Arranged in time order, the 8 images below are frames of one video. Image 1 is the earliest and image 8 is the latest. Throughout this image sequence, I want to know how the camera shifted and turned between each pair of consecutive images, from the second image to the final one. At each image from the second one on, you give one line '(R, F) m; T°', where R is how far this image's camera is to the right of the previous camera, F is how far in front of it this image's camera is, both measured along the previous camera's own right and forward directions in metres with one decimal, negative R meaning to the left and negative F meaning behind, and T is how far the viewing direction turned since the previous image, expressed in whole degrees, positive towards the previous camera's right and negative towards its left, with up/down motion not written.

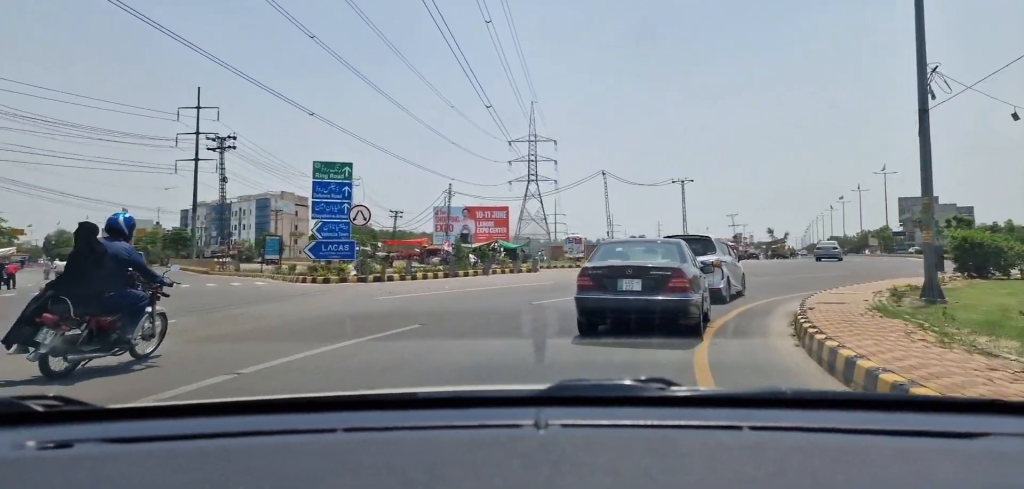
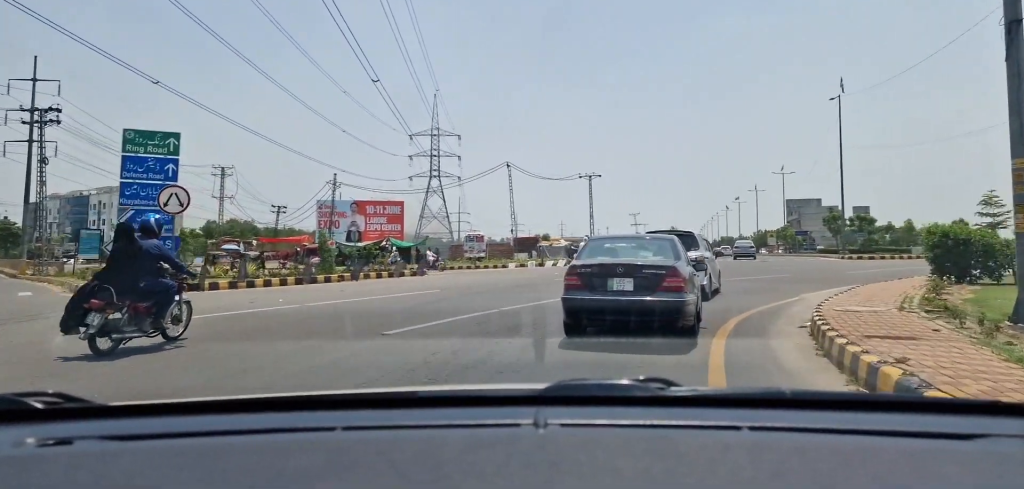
(+0.5, +5.9) m; +10°
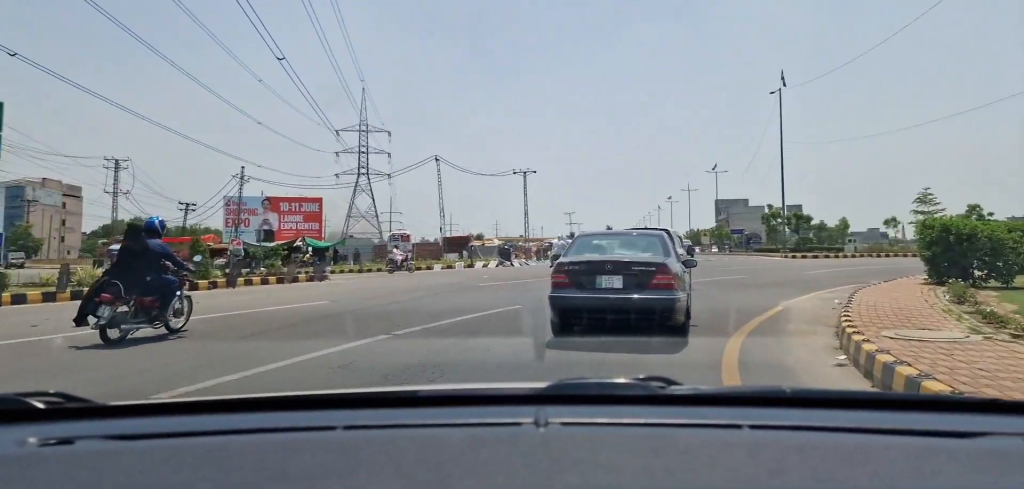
(+0.4, +3.9) m; +7°
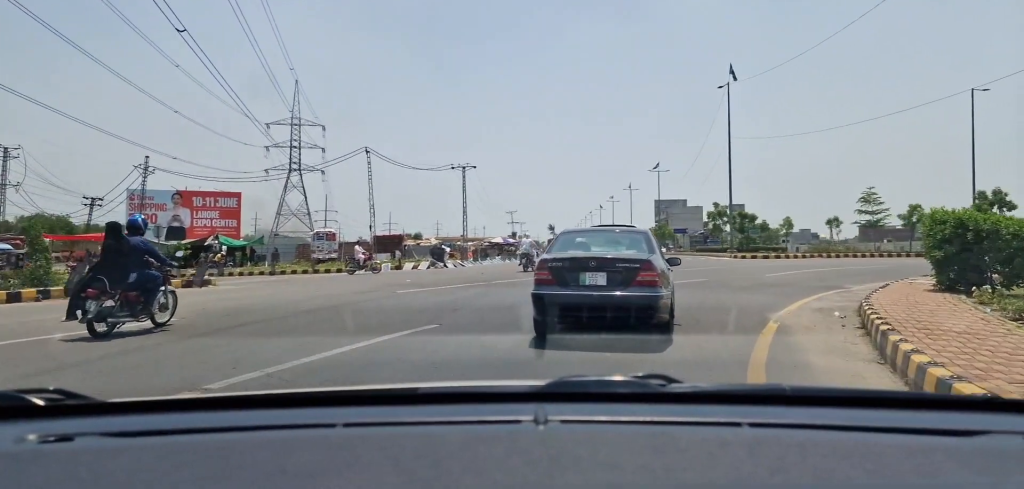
(+0.2, +3.3) m; +3°
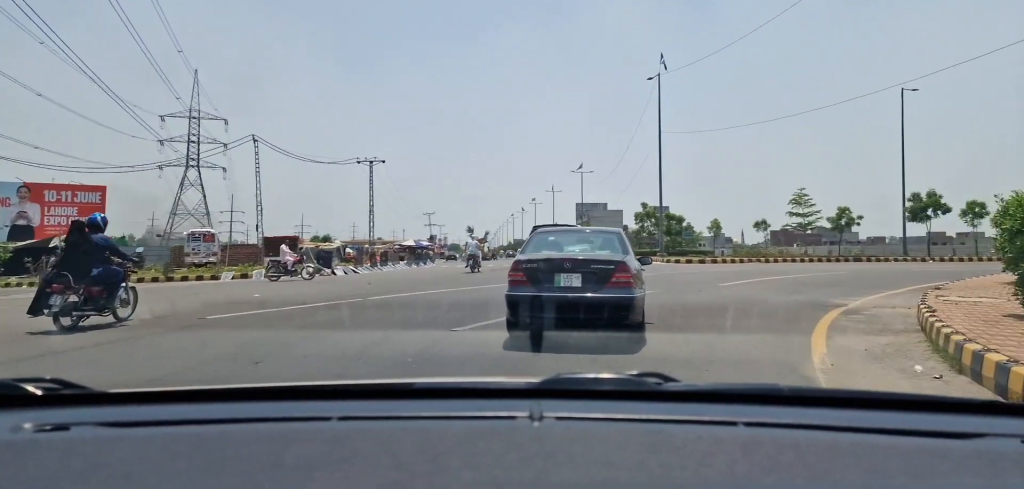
(+0.3, +5.0) m; +3°
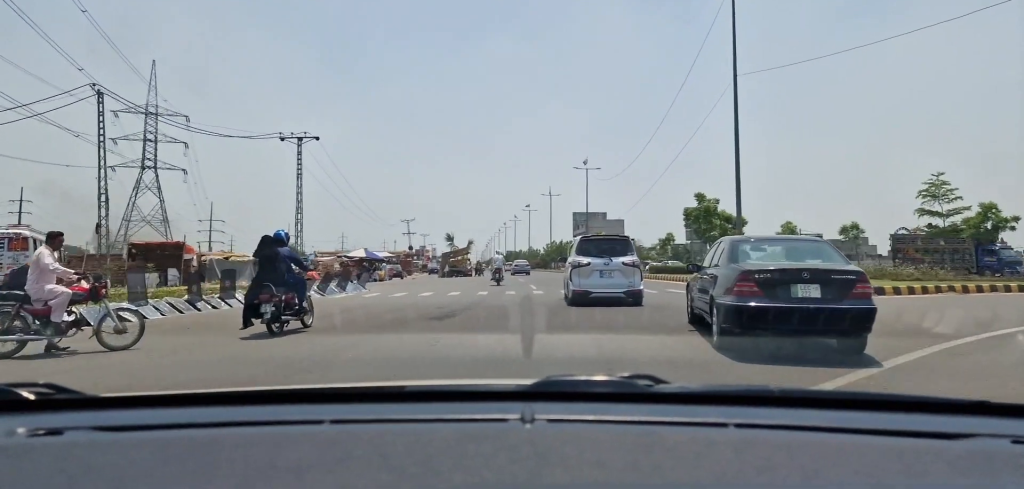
(0.0, +16.1) m; +2°
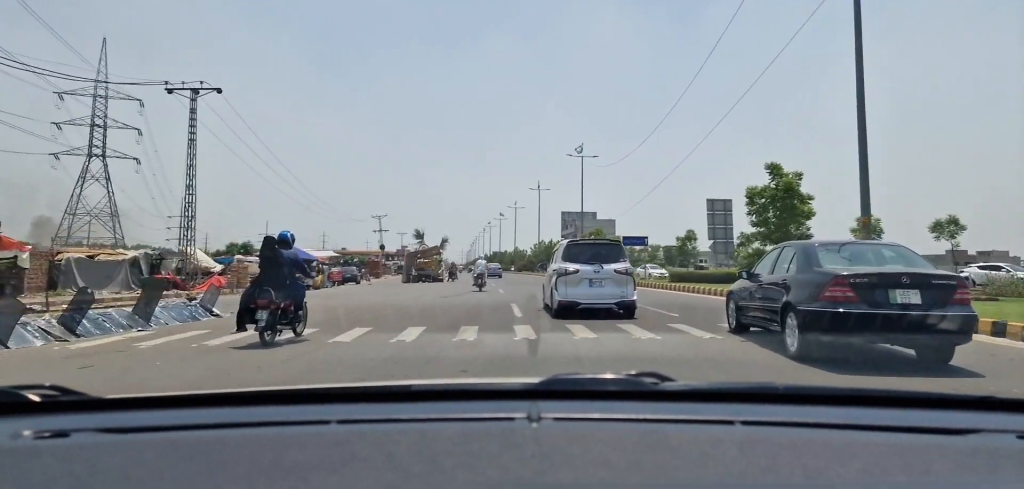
(+0.2, +11.0) m; -2°
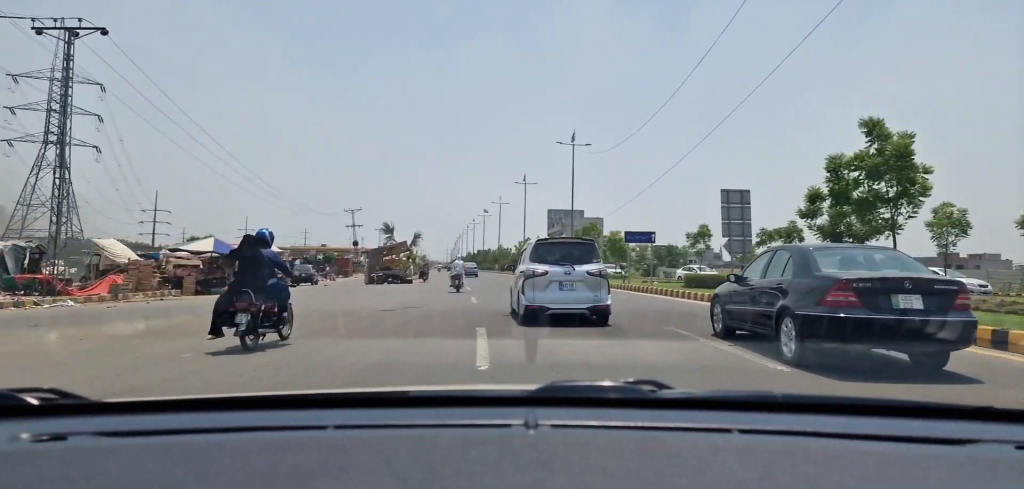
(-0.3, +6.8) m; -2°
